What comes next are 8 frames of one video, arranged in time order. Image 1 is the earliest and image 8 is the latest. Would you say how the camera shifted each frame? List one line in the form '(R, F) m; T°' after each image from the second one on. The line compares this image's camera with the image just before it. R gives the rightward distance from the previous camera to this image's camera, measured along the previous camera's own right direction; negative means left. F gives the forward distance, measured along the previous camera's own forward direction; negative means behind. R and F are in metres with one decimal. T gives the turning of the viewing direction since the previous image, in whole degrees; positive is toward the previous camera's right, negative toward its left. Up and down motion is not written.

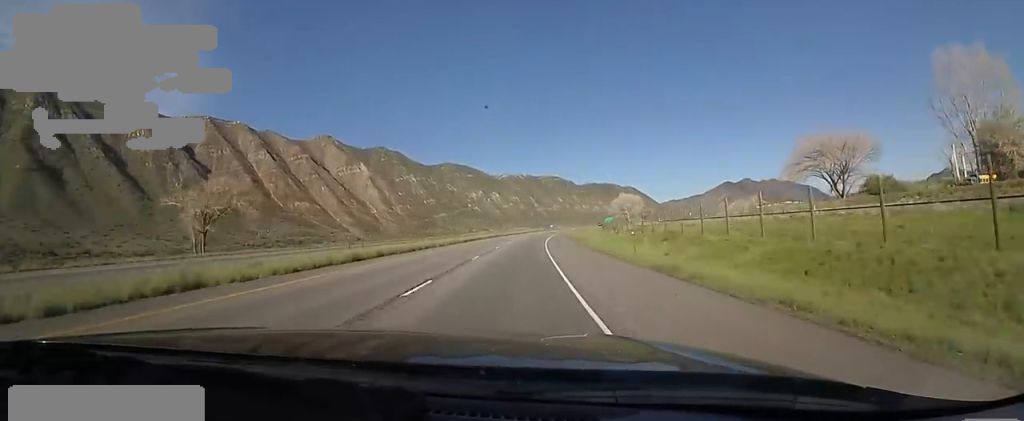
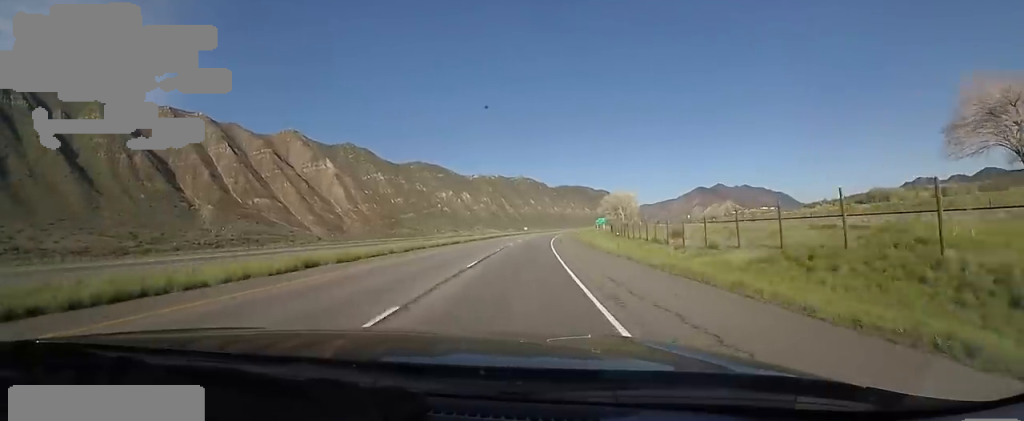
(+0.6, +51.8) m; +4°
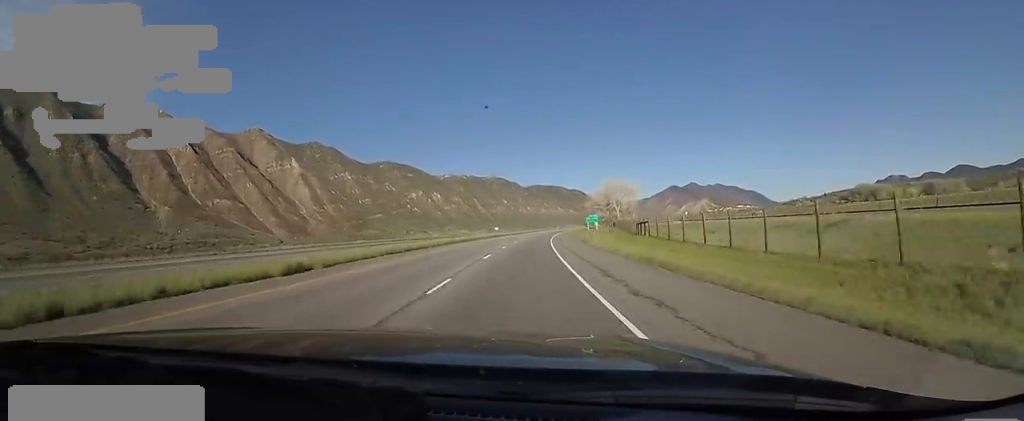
(+3.2, +42.4) m; +6°
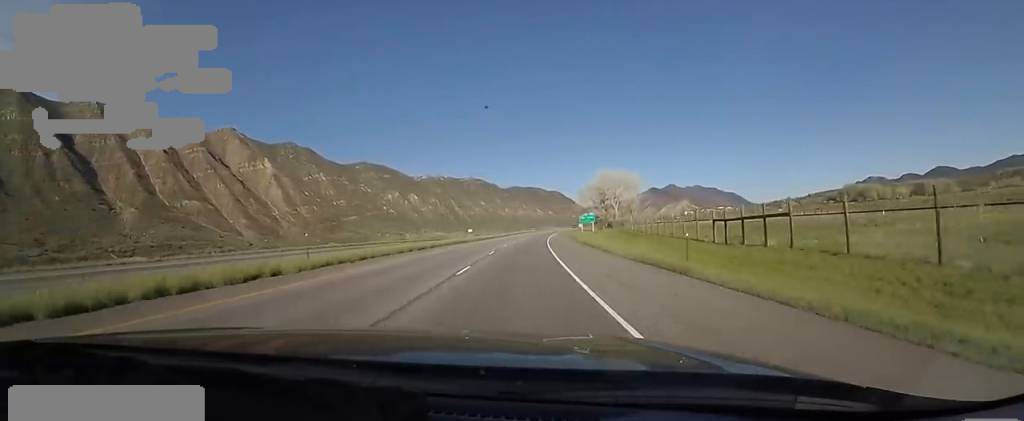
(+0.6, +31.1) m; +1°
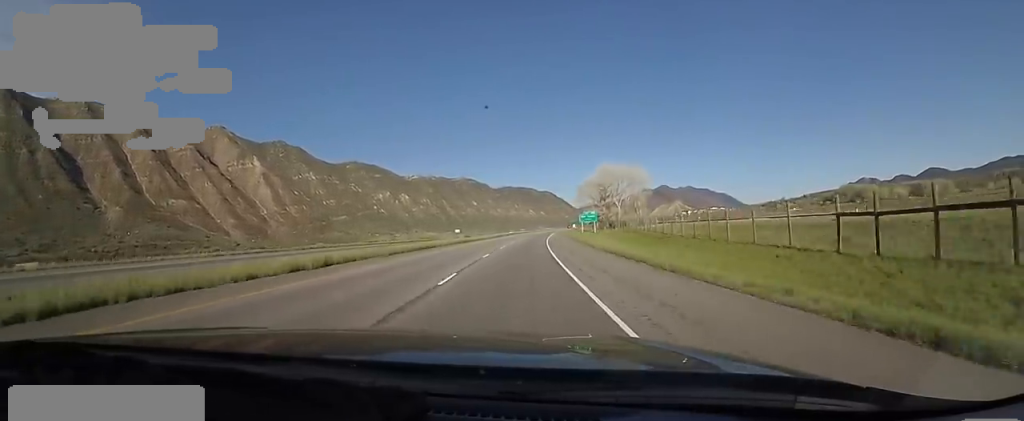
(0.0, +15.5) m; 0°
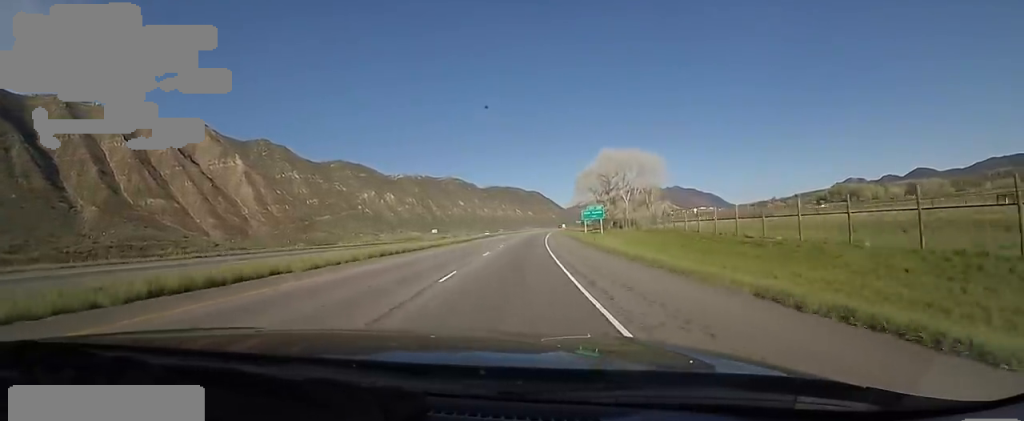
(0.0, +22.8) m; 0°
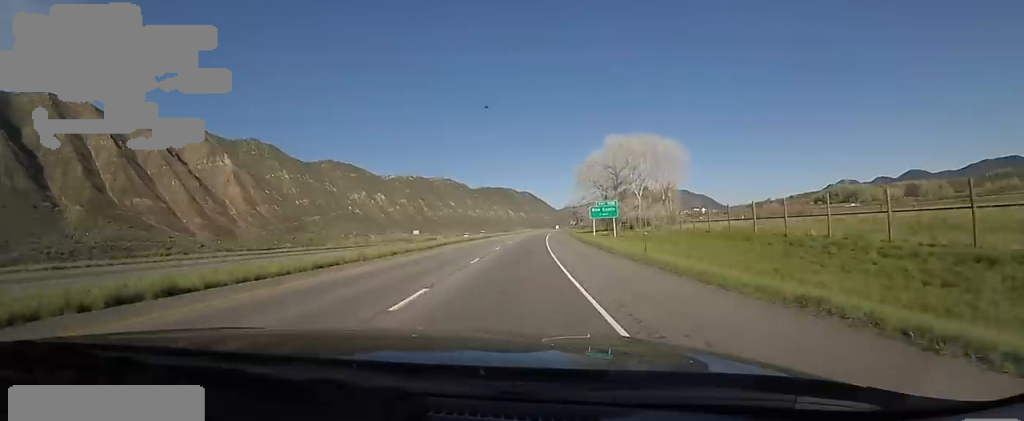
(0.0, +16.5) m; +1°
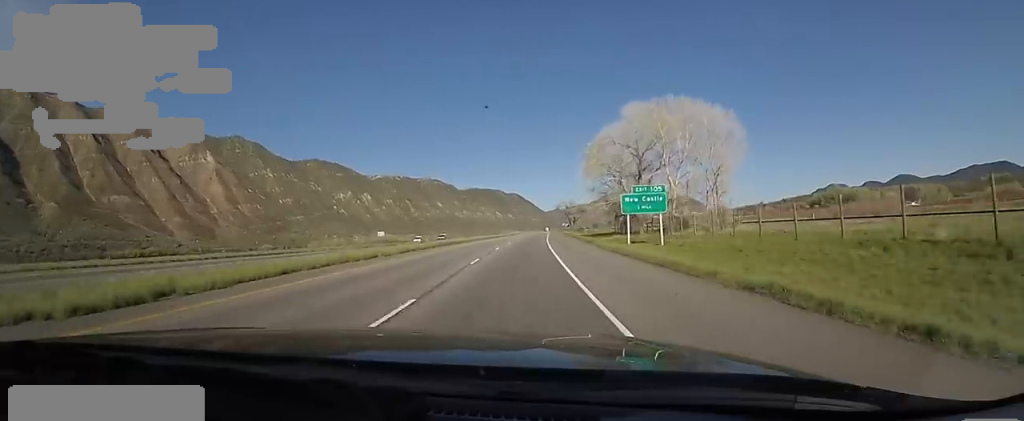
(0.0, +24.8) m; +3°
